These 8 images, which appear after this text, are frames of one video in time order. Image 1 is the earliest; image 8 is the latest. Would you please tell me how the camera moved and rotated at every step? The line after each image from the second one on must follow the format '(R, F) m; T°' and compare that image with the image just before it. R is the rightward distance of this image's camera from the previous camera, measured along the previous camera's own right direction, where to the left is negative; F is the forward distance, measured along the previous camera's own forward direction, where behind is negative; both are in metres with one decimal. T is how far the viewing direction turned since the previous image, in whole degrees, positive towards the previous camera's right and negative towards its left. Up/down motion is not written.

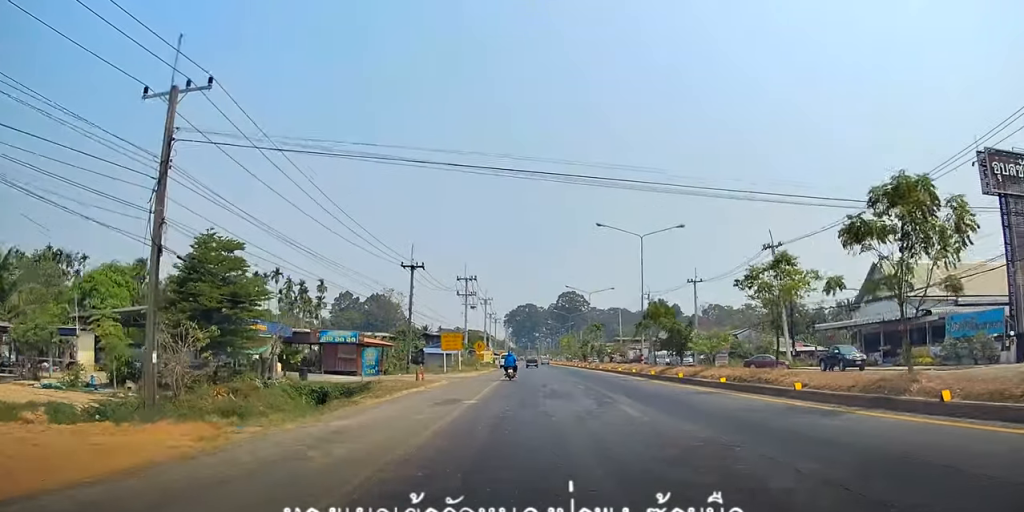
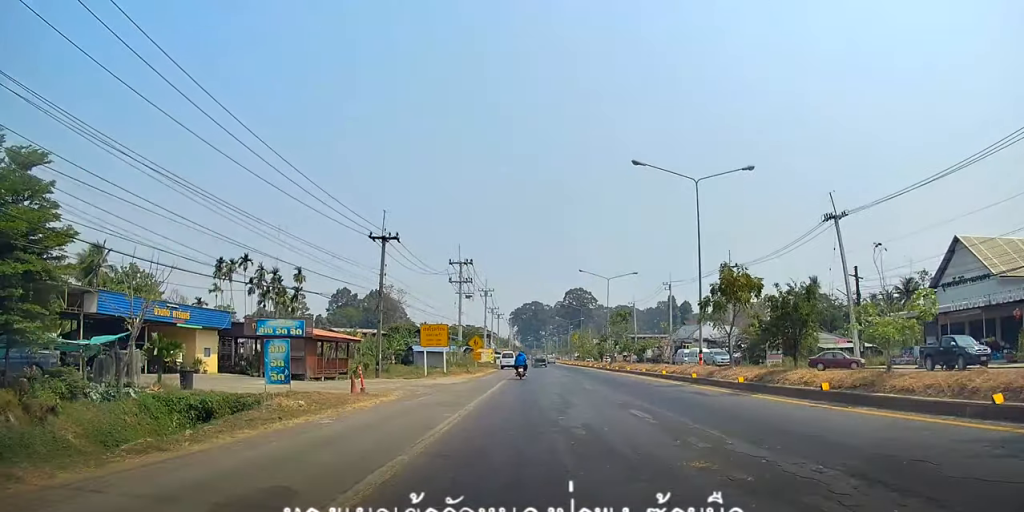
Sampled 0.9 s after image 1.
(+0.1, +12.6) m; 0°
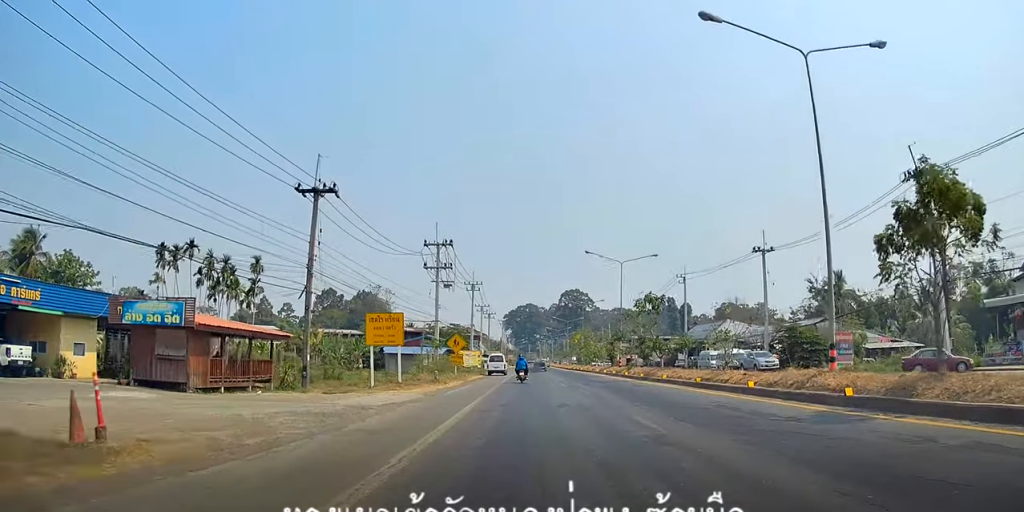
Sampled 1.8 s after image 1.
(-0.1, +13.6) m; 0°
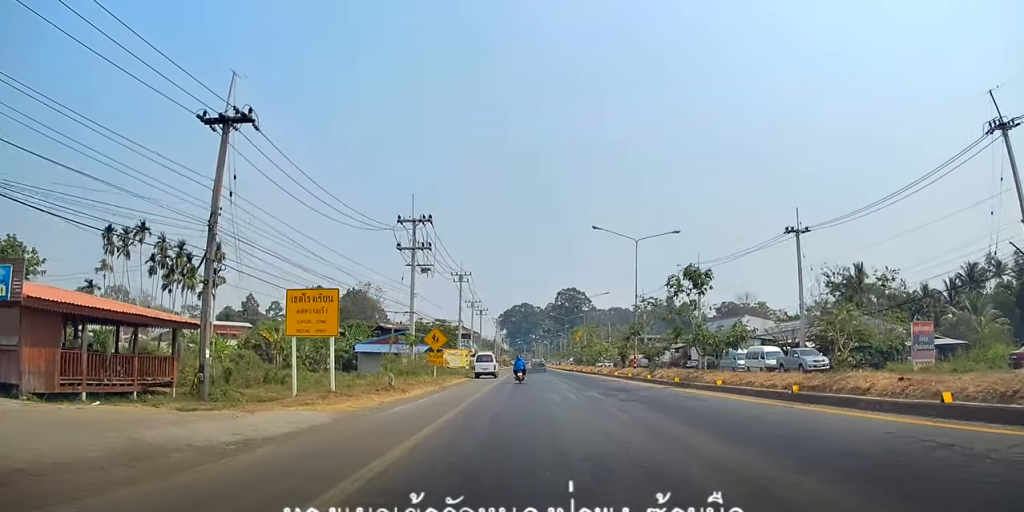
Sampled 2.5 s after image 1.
(+0.1, +9.8) m; 0°
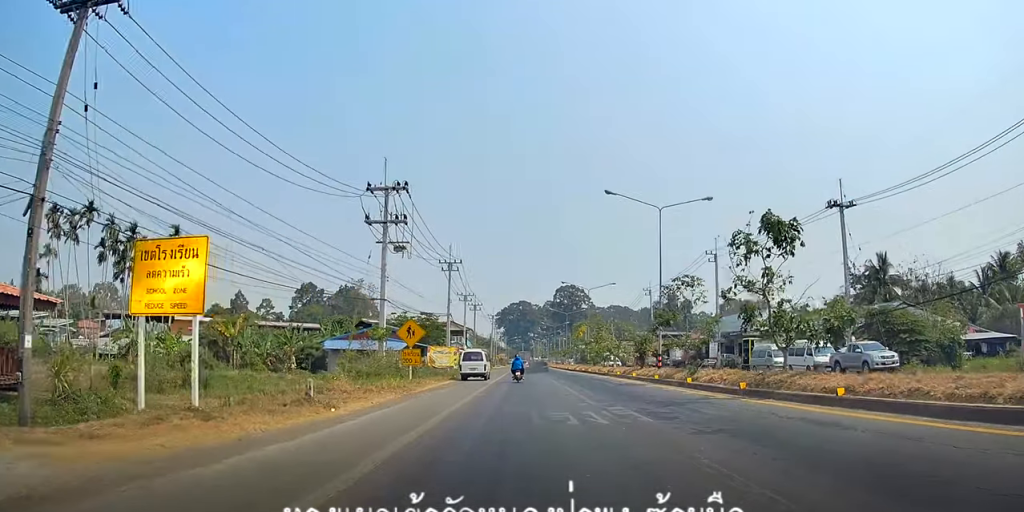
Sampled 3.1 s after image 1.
(0.0, +8.6) m; 0°
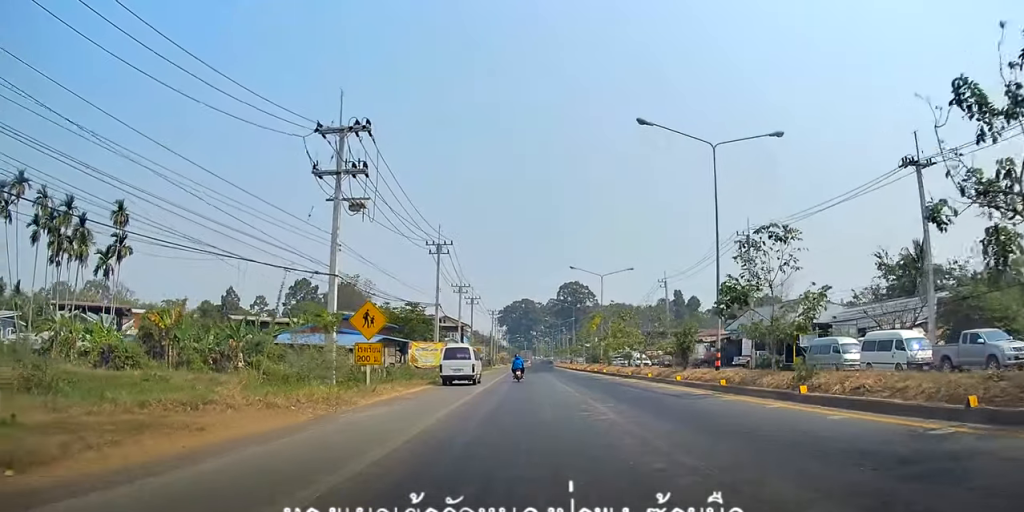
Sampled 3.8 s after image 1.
(-0.1, +9.8) m; 0°
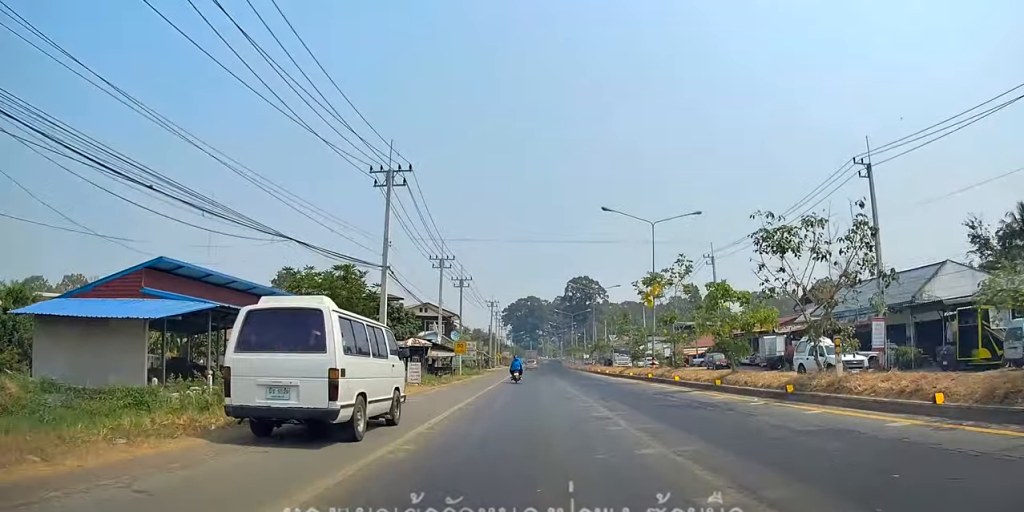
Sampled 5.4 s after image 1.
(-0.2, +23.2) m; -1°
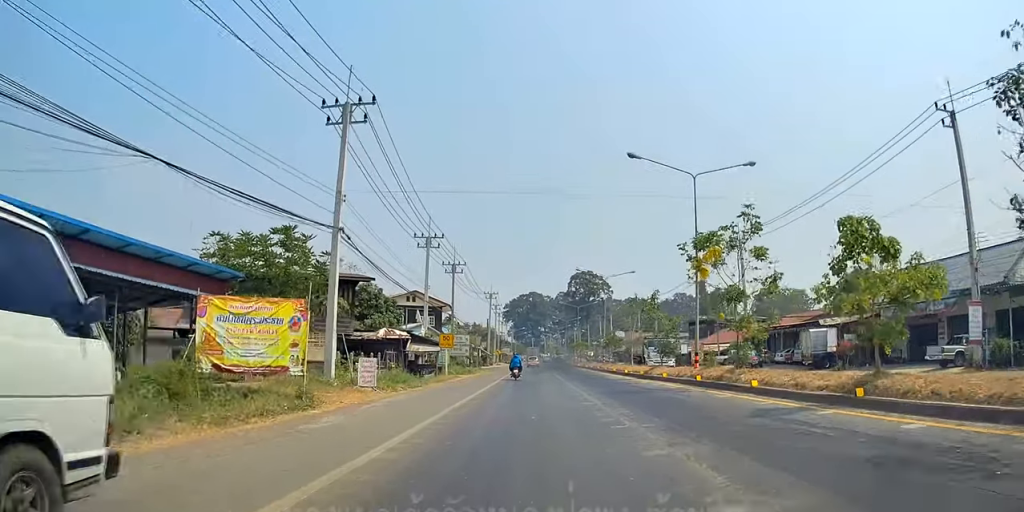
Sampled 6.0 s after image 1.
(0.0, +9.3) m; 0°
